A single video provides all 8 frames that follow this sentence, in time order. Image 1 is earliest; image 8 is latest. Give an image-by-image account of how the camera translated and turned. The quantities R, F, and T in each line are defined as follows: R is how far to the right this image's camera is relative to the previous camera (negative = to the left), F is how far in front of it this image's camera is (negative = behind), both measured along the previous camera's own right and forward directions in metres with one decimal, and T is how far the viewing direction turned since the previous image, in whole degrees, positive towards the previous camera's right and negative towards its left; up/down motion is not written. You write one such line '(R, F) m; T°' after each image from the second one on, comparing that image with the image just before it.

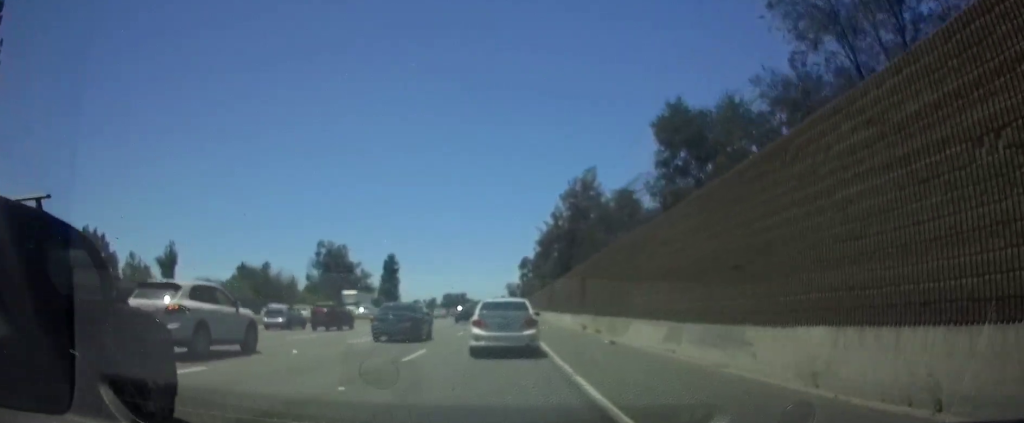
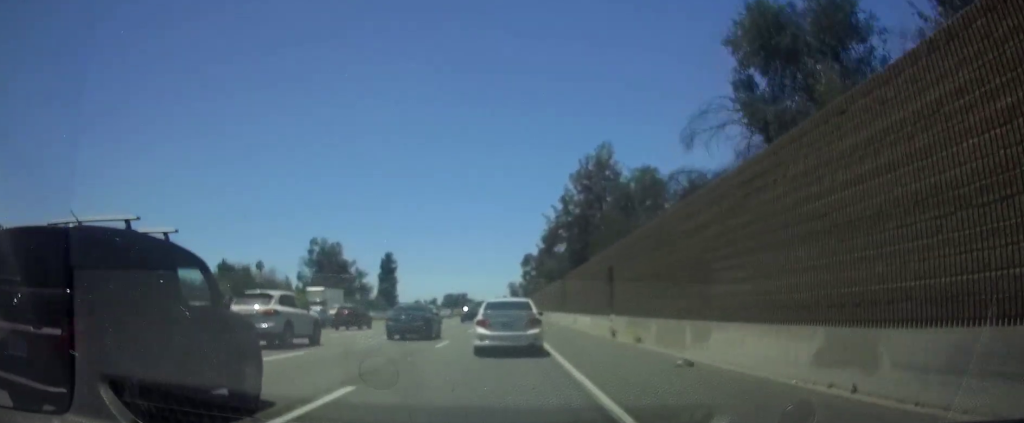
(0.0, +8.9) m; 0°
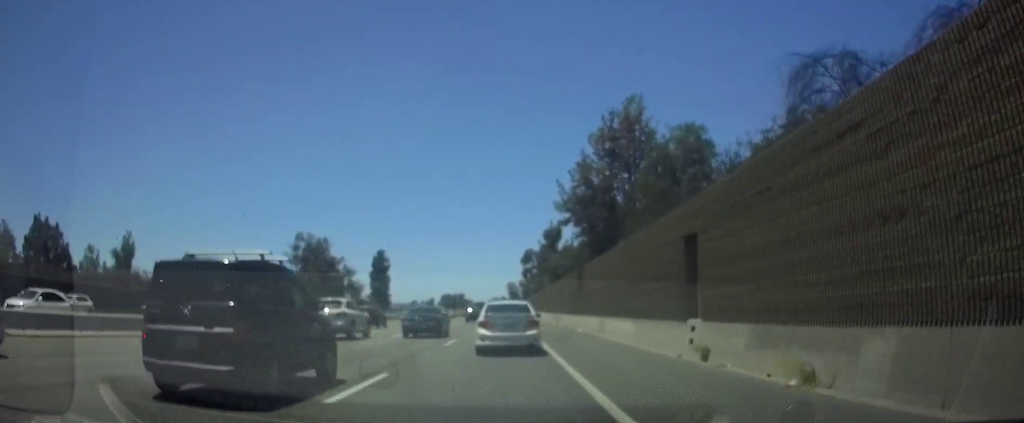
(0.0, +12.7) m; 0°
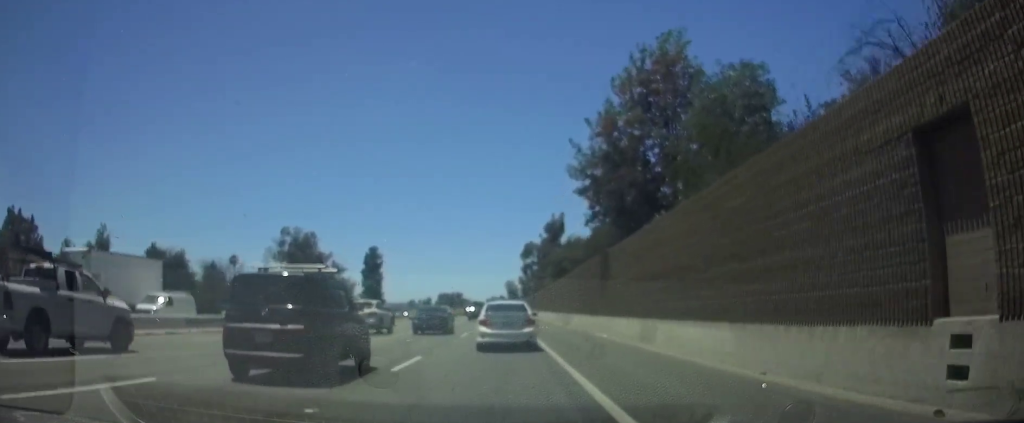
(0.0, +10.5) m; 0°
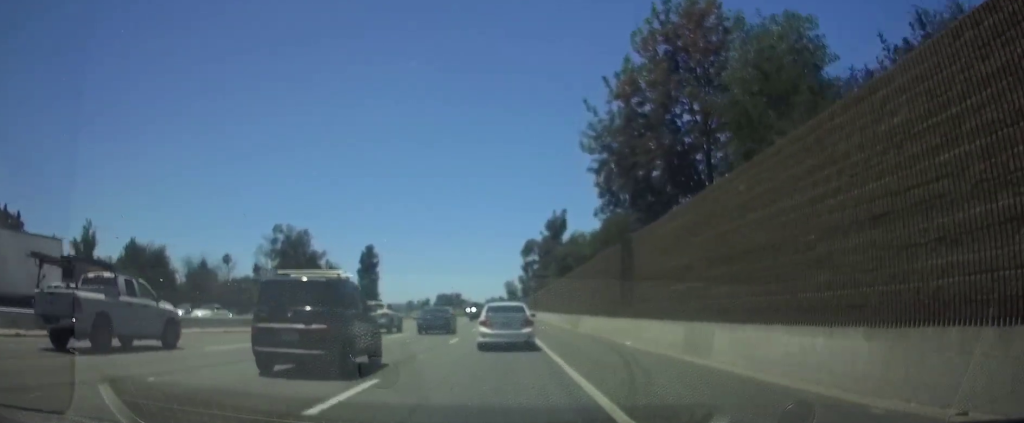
(0.0, +5.5) m; 0°
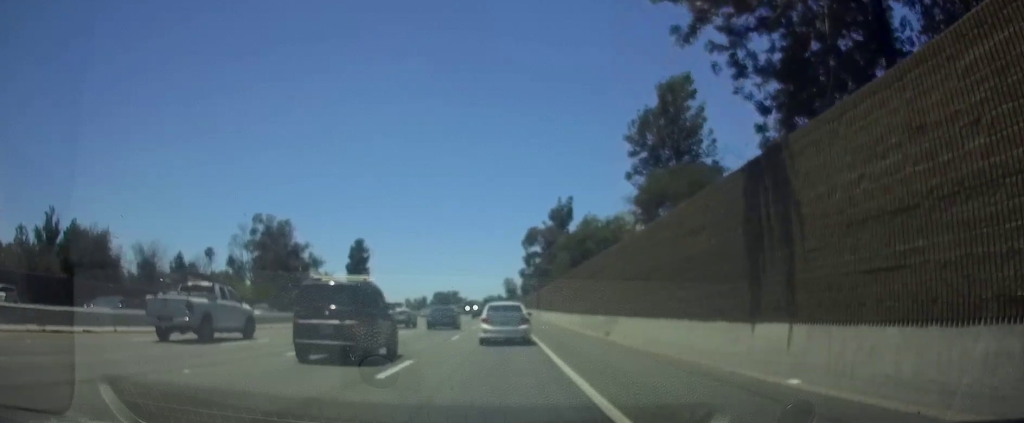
(0.0, +13.7) m; +1°
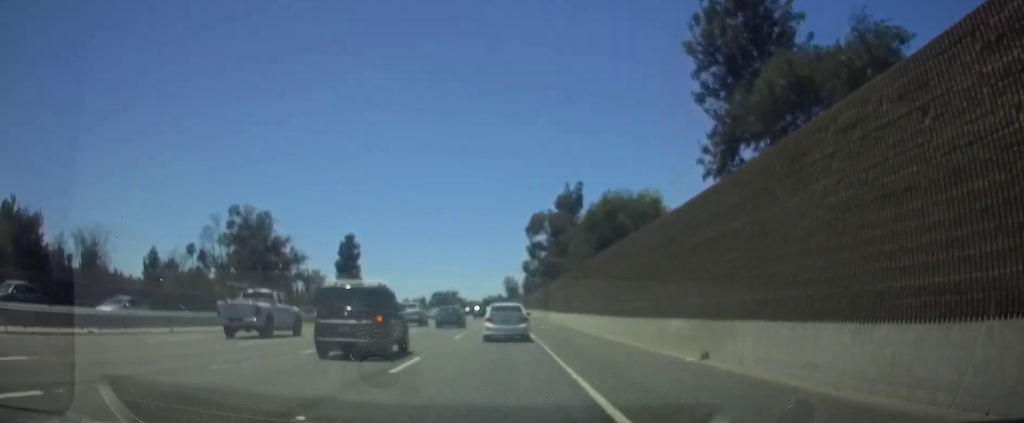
(+0.1, +13.8) m; 0°
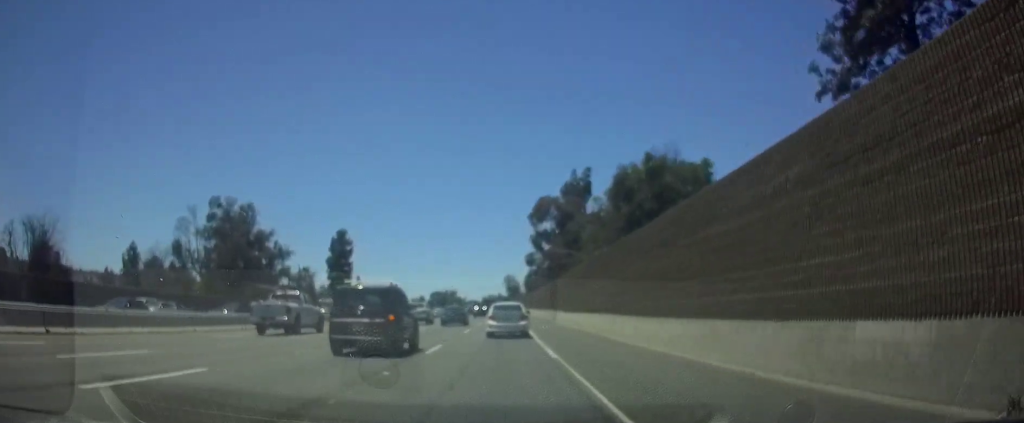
(-0.1, +10.0) m; 0°
